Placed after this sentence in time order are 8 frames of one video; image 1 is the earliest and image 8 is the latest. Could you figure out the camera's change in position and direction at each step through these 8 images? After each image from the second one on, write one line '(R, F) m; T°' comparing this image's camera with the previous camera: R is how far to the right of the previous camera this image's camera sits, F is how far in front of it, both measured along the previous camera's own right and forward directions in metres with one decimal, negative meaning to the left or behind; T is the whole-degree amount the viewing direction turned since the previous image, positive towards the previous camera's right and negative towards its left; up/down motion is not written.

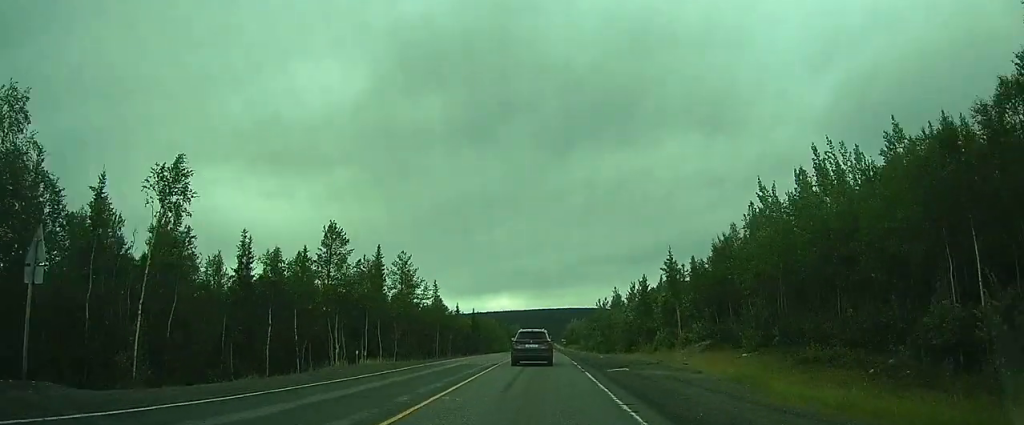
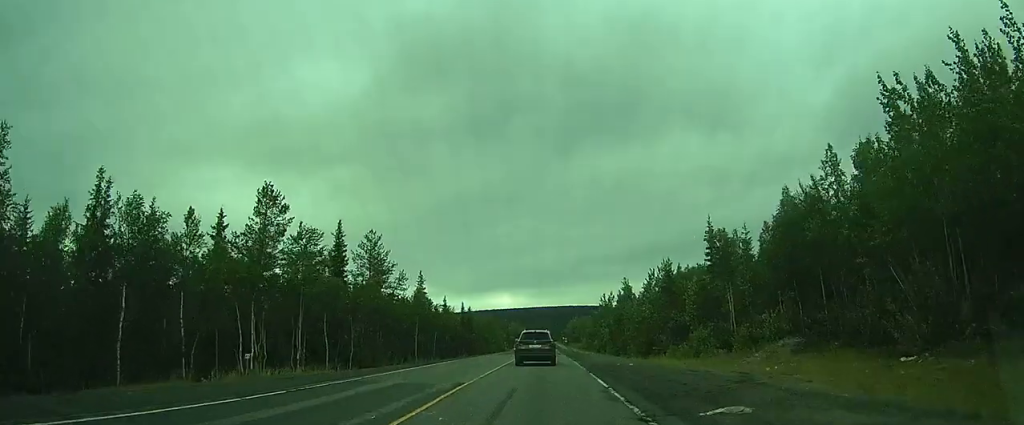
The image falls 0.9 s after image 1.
(0.0, +13.2) m; 0°
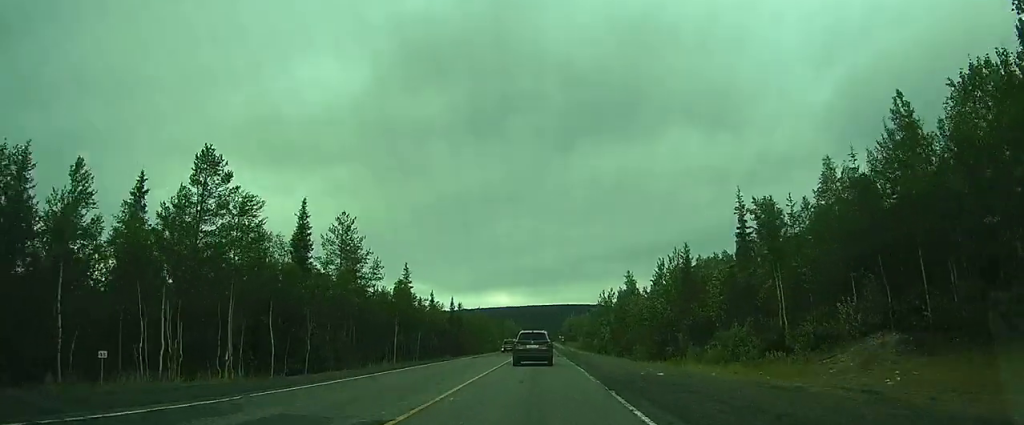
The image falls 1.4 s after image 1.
(+0.1, +7.6) m; 0°
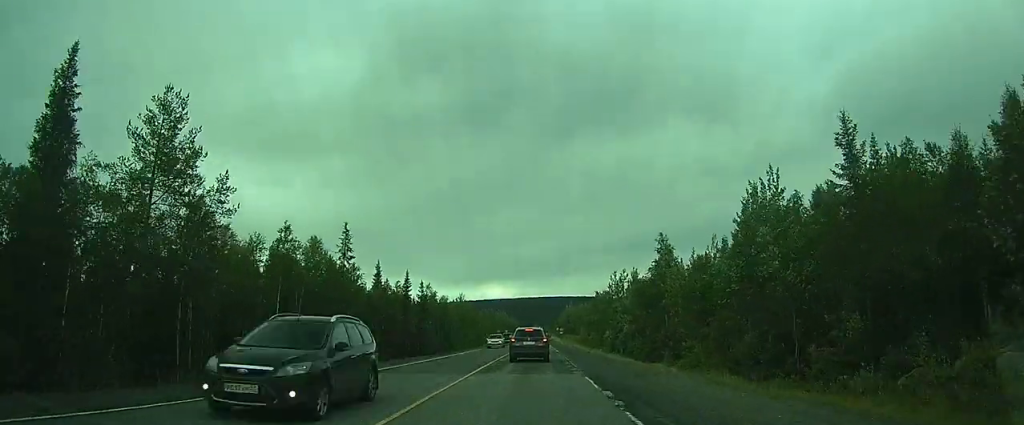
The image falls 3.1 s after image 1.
(+0.1, +24.7) m; 0°
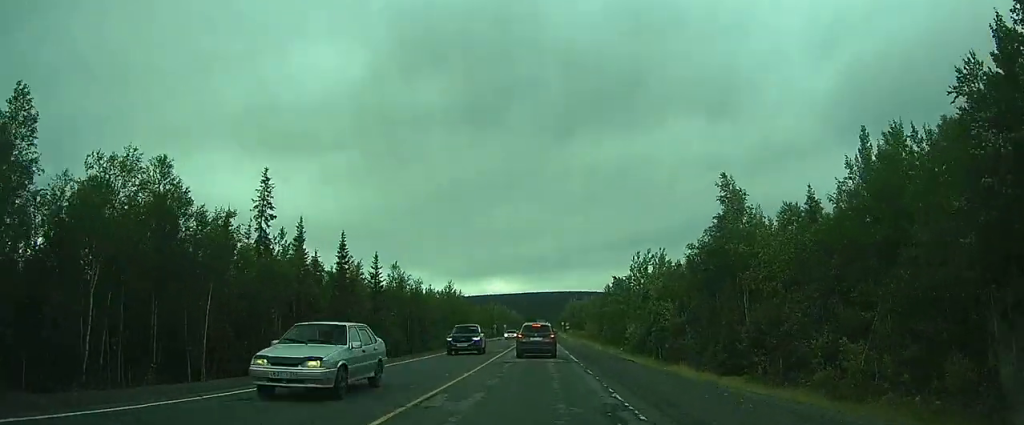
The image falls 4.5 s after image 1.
(-0.2, +18.0) m; -2°
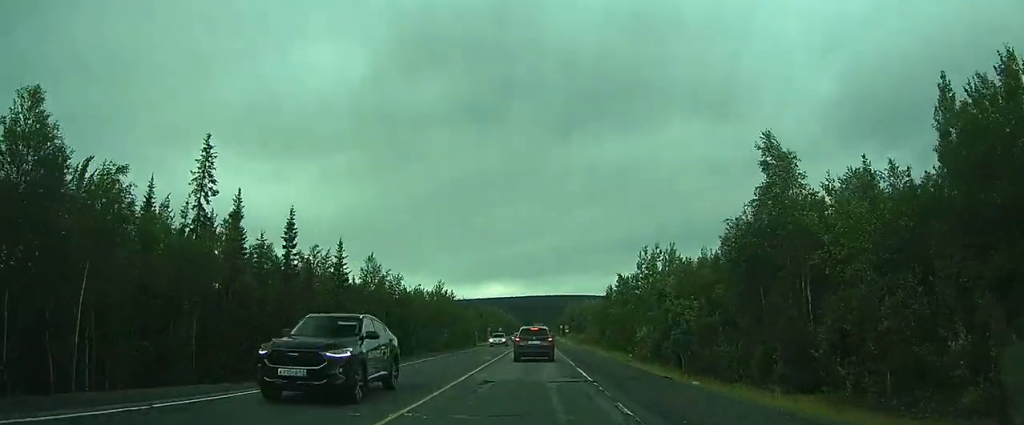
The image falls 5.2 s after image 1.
(-0.1, +7.0) m; -1°
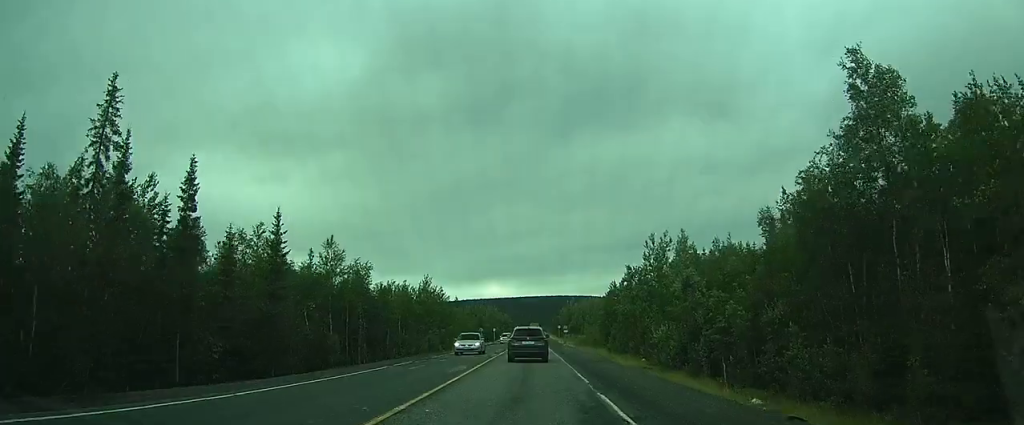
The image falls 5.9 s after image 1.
(-0.1, +8.3) m; -1°
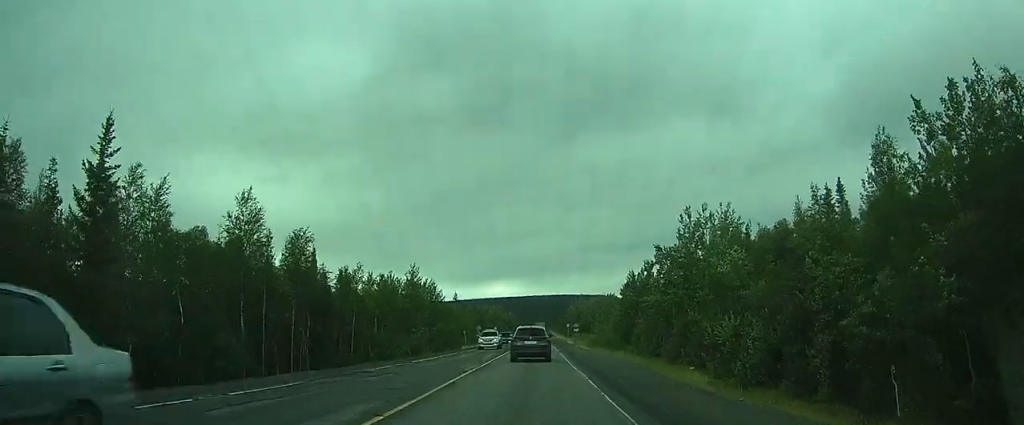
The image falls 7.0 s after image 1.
(-0.1, +14.0) m; 0°
